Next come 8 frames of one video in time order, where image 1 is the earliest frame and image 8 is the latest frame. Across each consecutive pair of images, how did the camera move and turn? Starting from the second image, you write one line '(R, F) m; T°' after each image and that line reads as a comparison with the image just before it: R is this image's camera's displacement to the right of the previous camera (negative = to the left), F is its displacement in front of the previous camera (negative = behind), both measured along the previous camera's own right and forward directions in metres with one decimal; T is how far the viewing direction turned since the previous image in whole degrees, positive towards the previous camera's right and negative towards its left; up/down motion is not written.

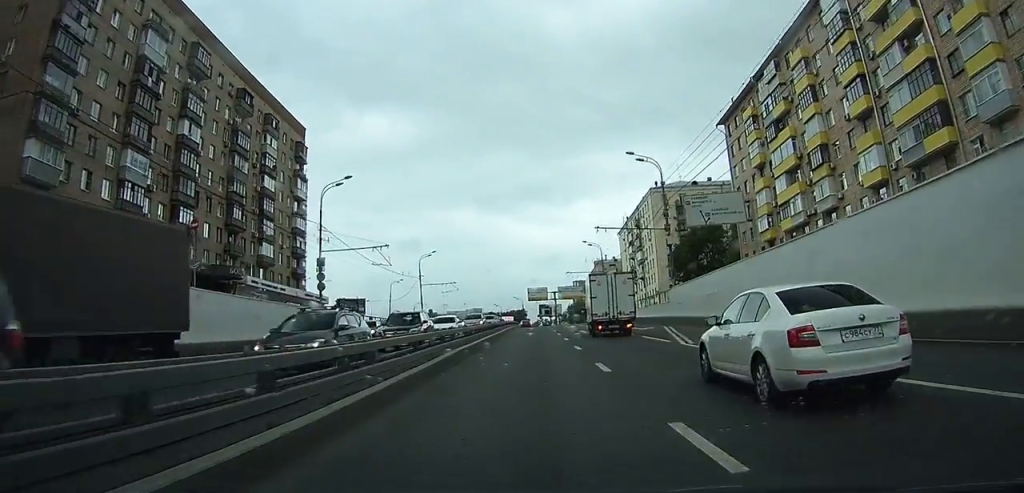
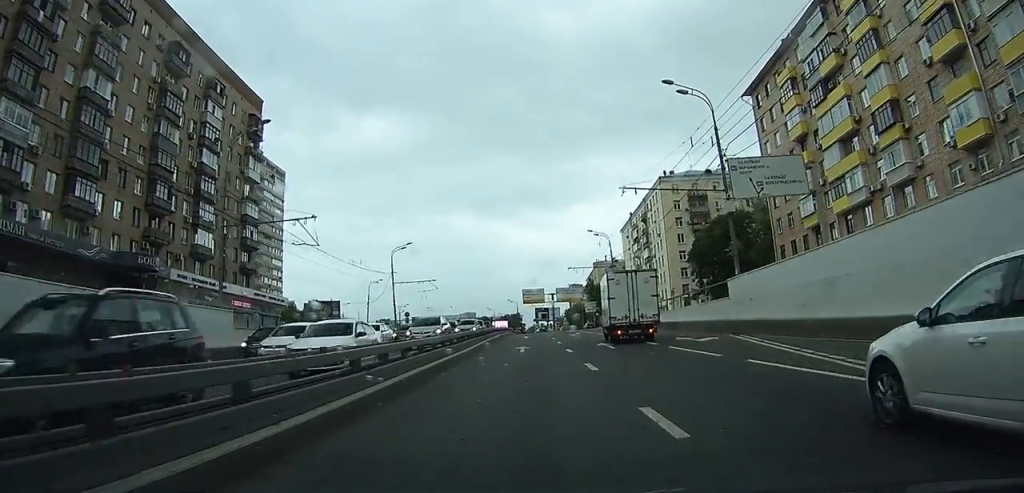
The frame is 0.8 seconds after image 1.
(+0.1, +14.5) m; +1°
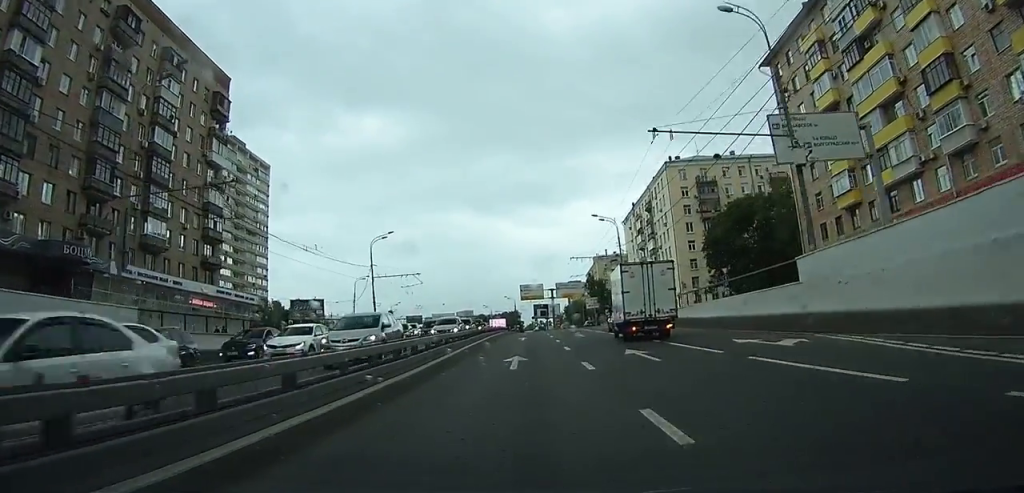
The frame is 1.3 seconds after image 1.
(+0.1, +8.4) m; 0°
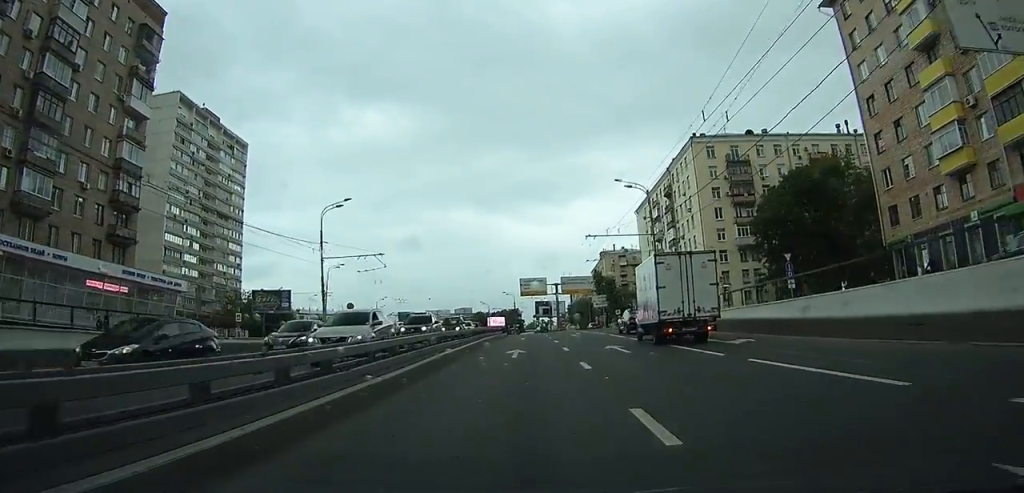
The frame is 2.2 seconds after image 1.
(+0.1, +16.1) m; 0°
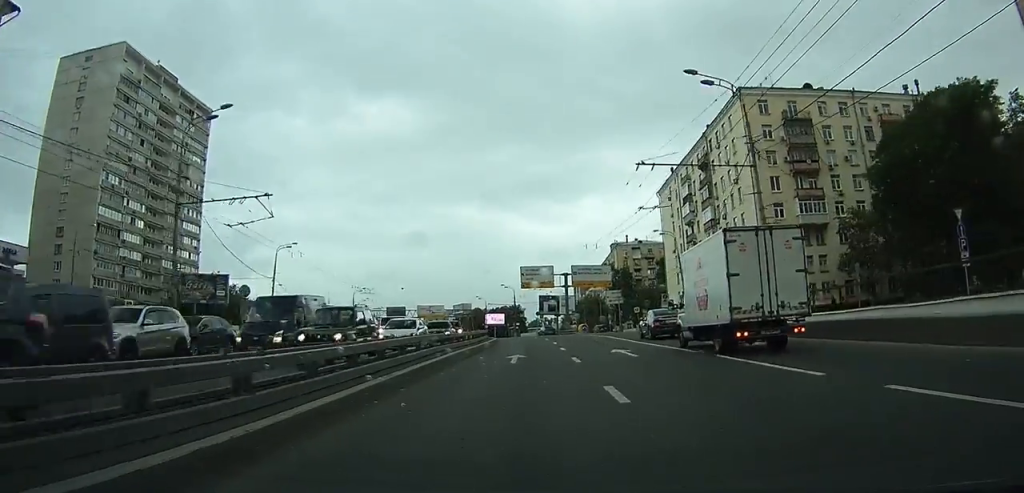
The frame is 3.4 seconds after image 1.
(-0.1, +21.3) m; 0°
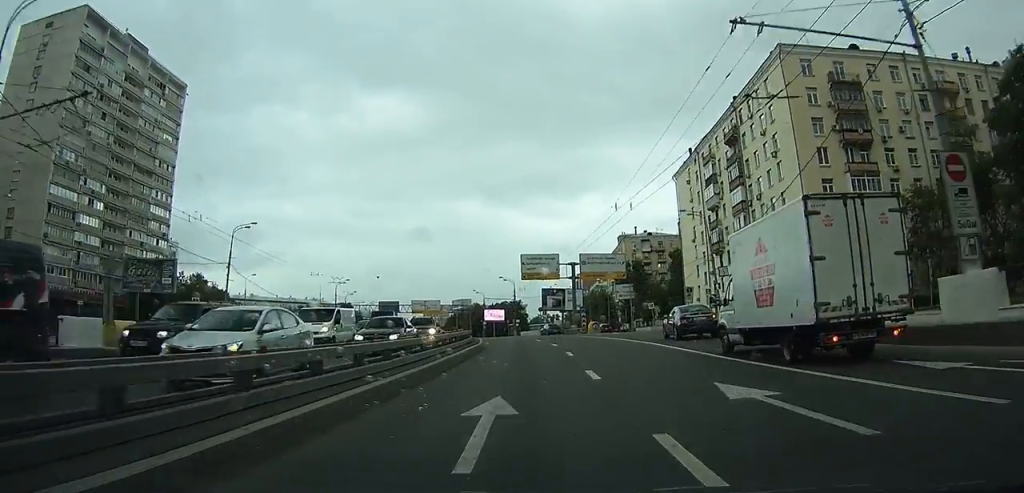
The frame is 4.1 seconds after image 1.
(0.0, +12.4) m; 0°
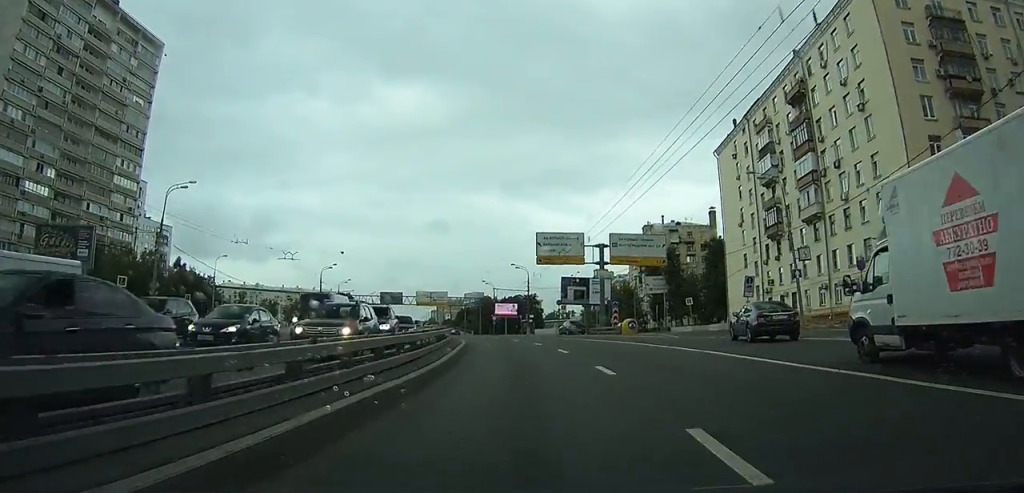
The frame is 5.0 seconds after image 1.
(0.0, +15.8) m; -1°
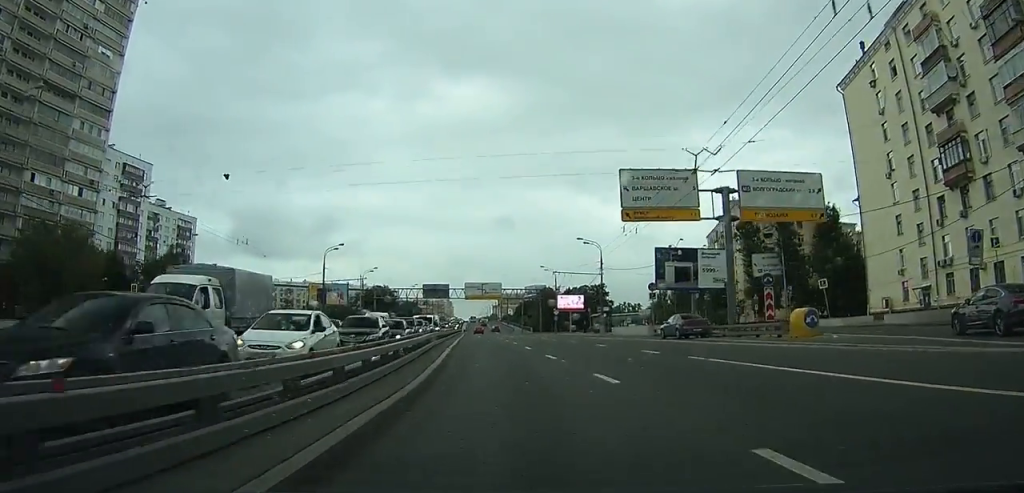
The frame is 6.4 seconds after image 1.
(-1.0, +24.3) m; -5°
